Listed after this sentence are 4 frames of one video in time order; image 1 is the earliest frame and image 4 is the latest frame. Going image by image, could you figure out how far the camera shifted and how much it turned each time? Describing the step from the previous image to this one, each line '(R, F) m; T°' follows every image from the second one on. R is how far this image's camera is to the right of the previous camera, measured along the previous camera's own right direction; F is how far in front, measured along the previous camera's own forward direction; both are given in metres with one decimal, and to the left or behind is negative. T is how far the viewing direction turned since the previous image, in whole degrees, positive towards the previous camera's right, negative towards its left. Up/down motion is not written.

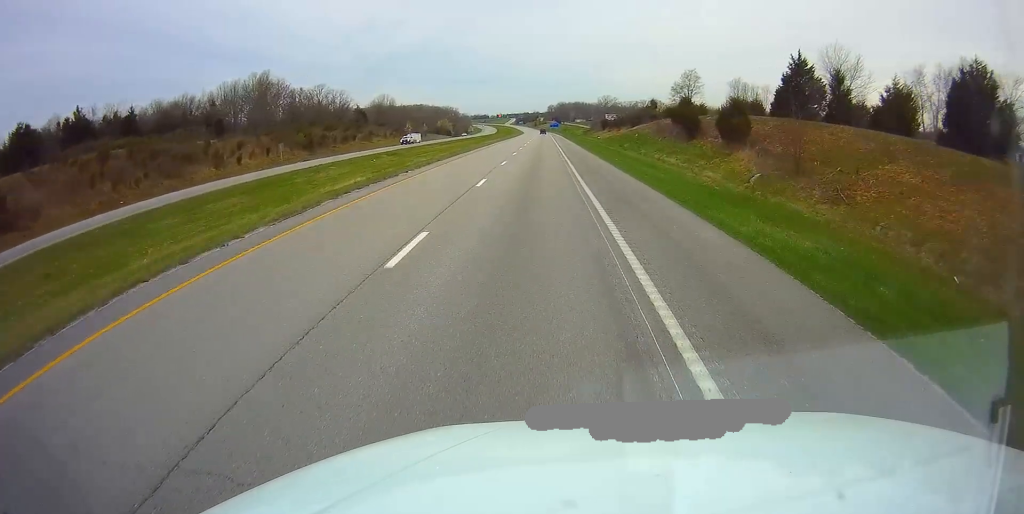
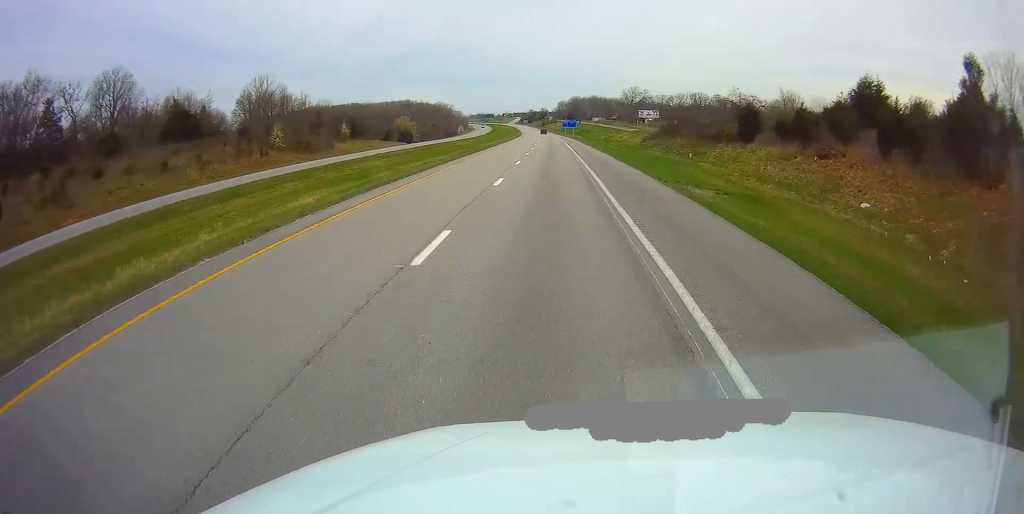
(-0.7, +110.1) m; -1°
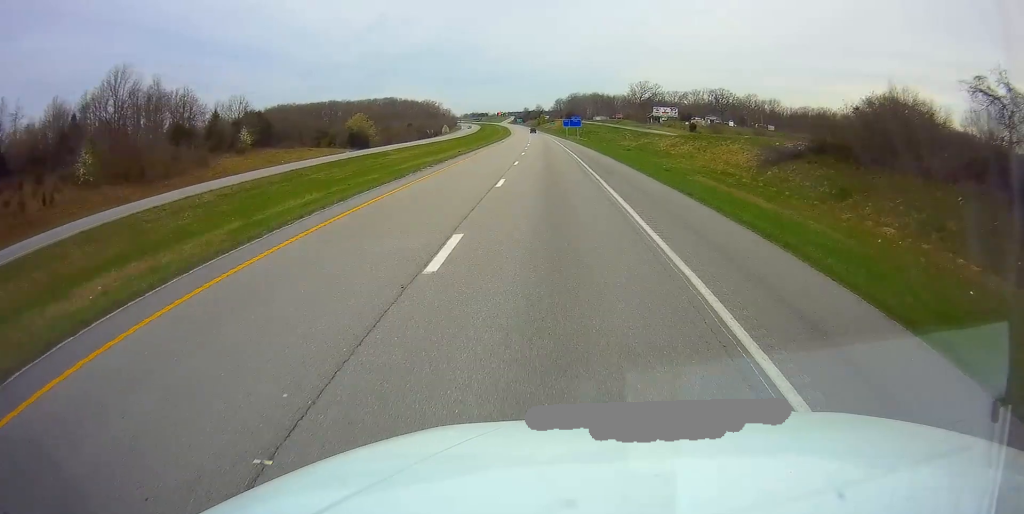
(-0.2, +49.5) m; 0°
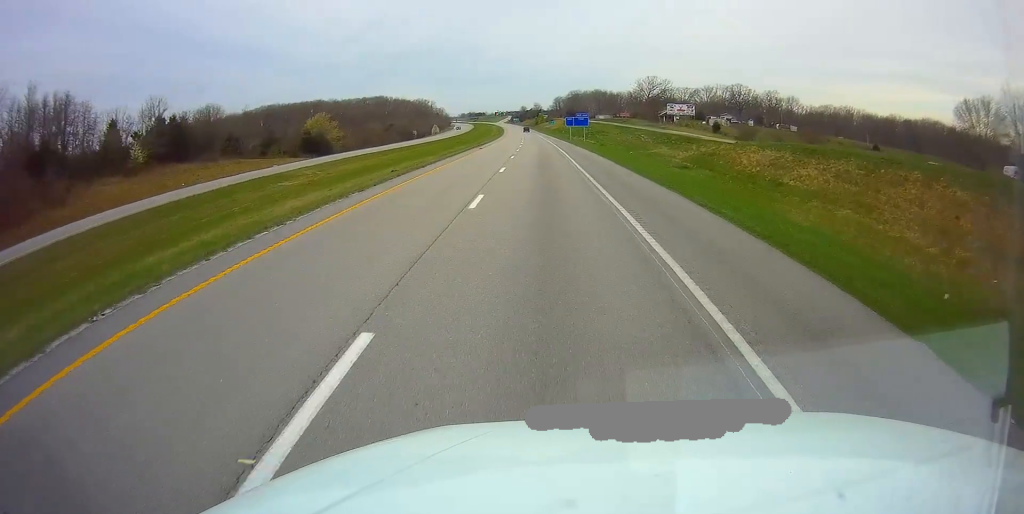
(-0.1, +29.9) m; 0°
